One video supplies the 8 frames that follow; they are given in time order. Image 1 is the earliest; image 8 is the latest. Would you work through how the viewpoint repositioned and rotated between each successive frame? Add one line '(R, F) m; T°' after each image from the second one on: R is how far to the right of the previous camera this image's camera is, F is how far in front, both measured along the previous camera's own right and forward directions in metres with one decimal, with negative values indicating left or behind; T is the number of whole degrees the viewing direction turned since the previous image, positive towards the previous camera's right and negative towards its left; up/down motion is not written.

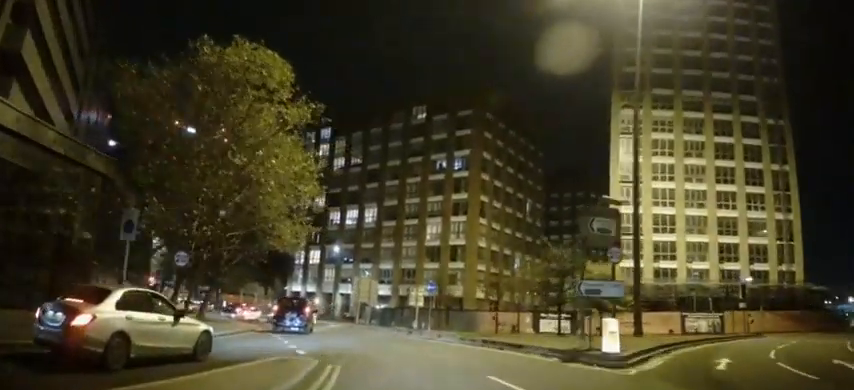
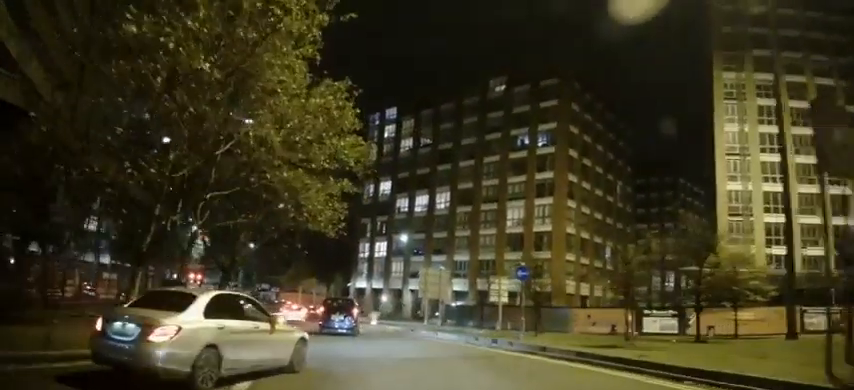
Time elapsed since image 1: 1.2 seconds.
(-0.2, +7.9) m; -4°
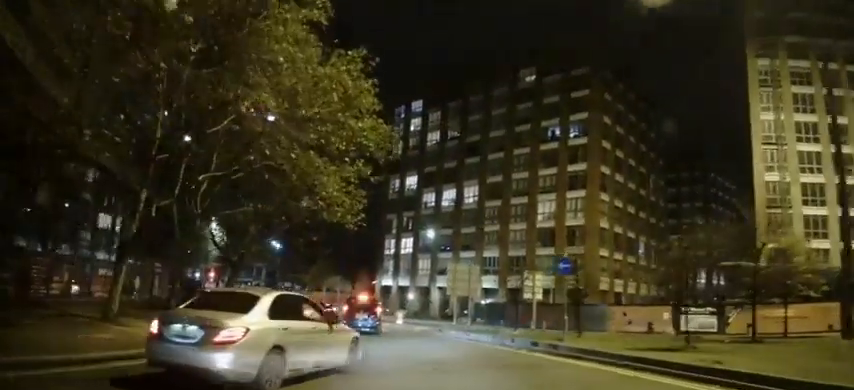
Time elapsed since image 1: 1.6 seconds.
(+0.2, +2.2) m; -2°
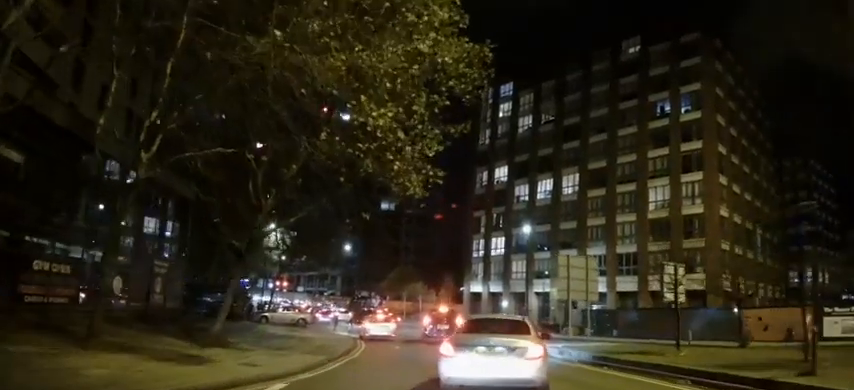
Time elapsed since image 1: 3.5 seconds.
(-2.6, +9.0) m; -28°
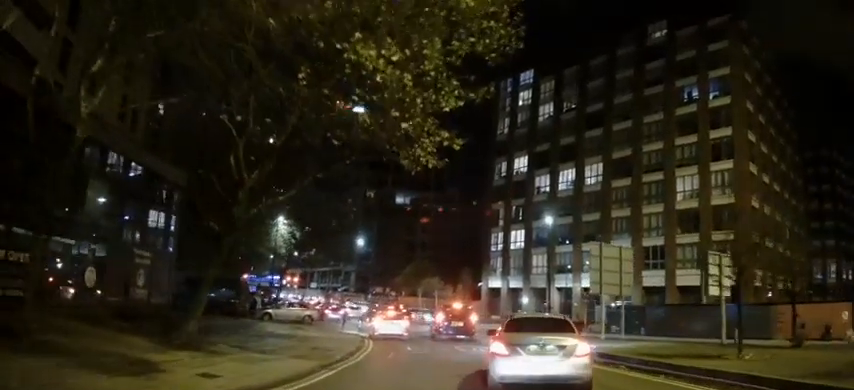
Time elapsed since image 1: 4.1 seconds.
(-0.2, +3.3) m; +1°
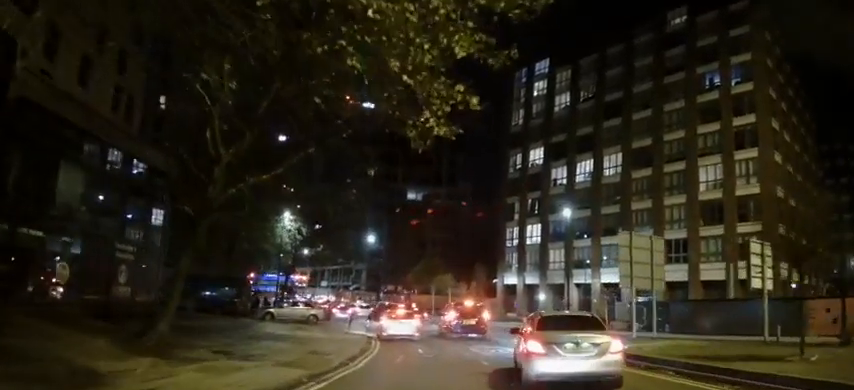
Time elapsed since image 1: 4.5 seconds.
(-0.3, +2.5) m; +2°
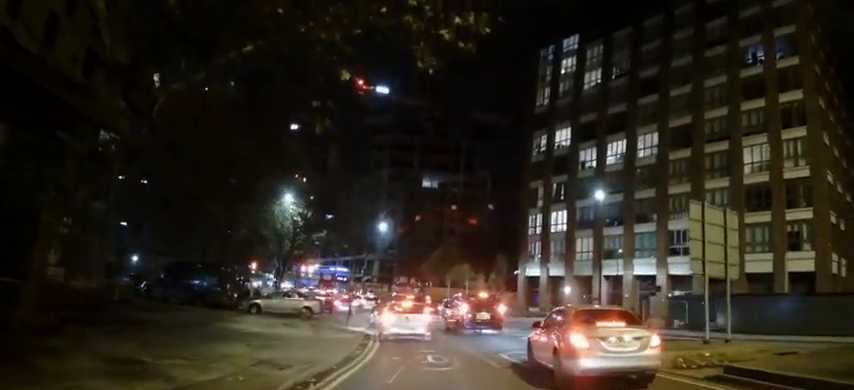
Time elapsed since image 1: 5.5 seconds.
(+0.8, +4.9) m; +2°
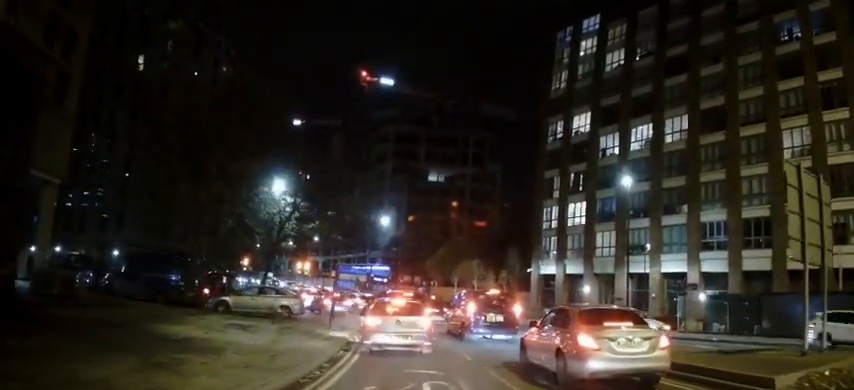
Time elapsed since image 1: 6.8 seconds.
(-0.8, +4.8) m; -10°
